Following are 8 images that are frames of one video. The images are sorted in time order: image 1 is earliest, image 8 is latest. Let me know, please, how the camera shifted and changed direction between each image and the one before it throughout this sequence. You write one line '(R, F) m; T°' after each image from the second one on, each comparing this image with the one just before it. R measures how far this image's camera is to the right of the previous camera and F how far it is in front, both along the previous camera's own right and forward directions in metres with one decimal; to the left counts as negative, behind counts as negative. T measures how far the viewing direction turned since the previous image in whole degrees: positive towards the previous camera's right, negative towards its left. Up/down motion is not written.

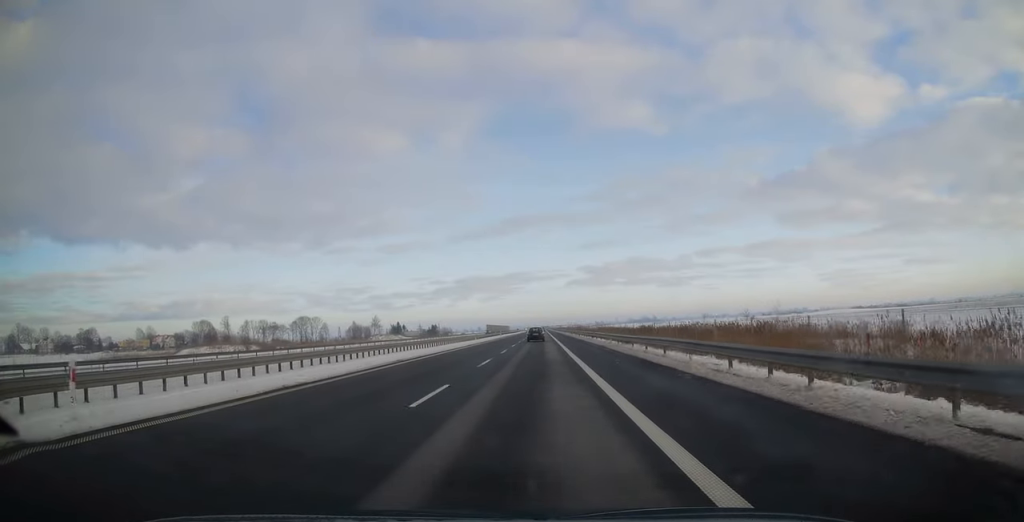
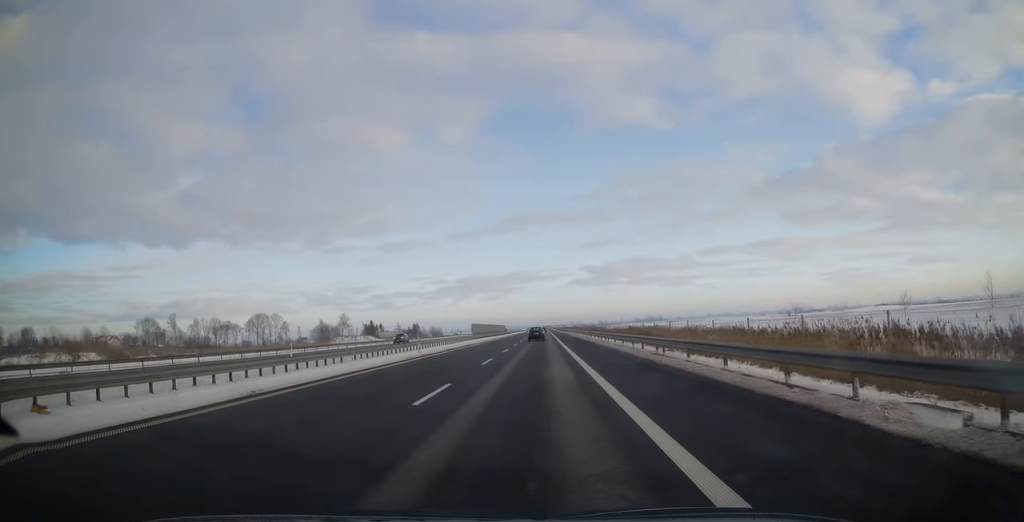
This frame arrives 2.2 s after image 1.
(+0.7, +71.2) m; 0°
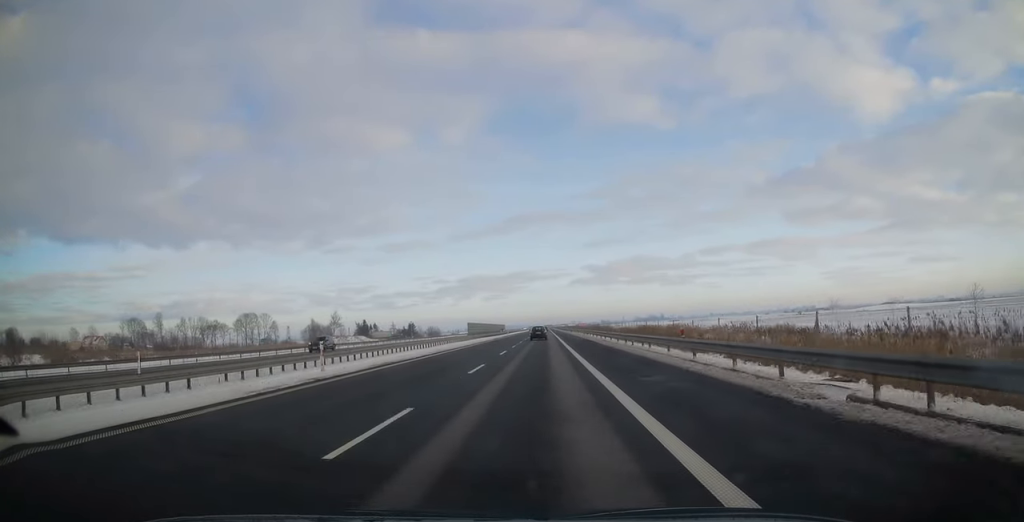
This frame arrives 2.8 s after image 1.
(-0.2, +16.4) m; 0°
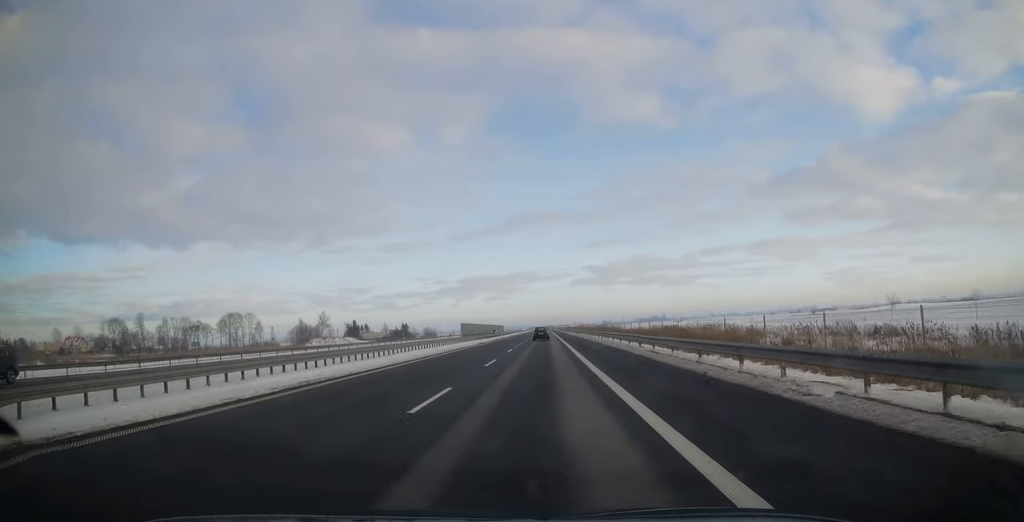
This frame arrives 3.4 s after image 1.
(0.0, +20.2) m; 0°
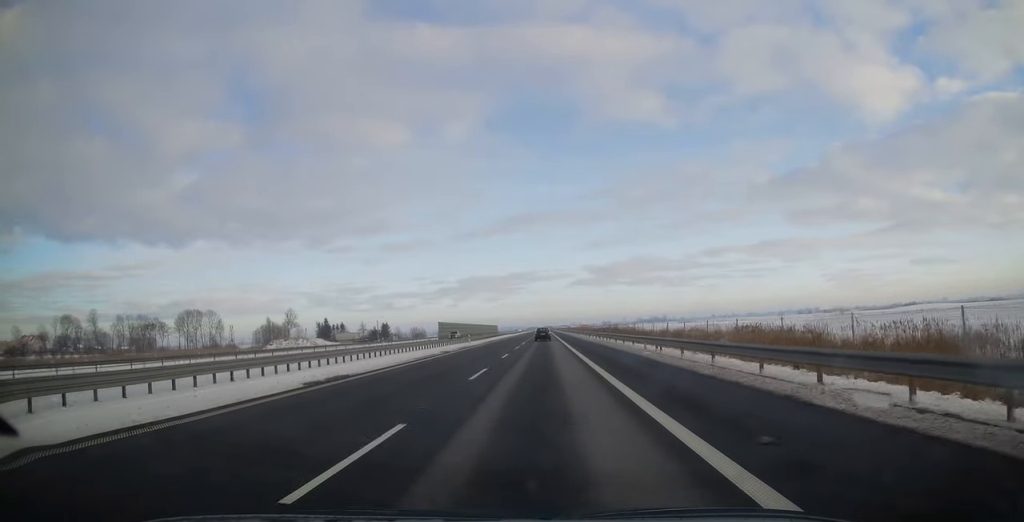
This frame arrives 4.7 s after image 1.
(+0.1, +40.9) m; 0°
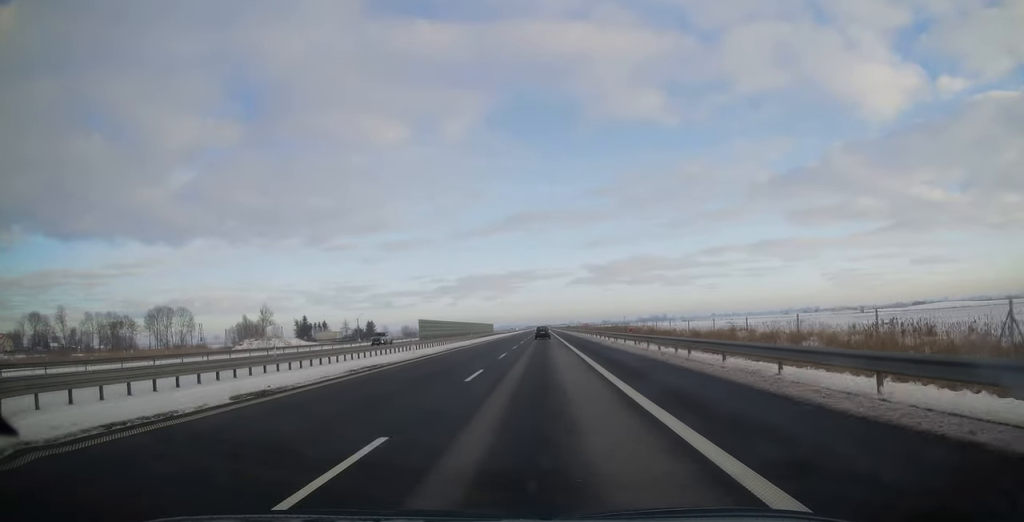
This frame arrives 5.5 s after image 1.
(0.0, +25.0) m; 0°
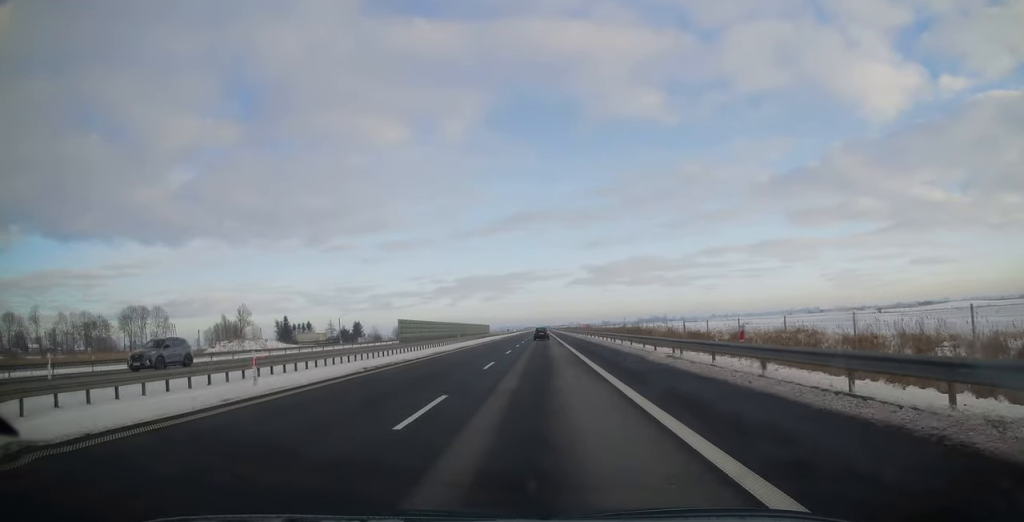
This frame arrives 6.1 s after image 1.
(-0.1, +19.1) m; 0°
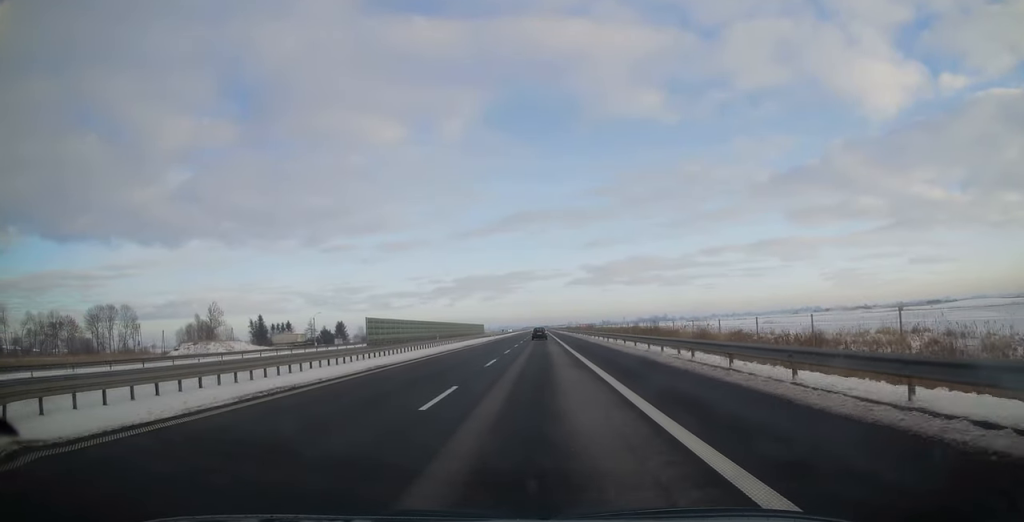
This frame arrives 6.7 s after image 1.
(+0.3, +21.8) m; 0°
